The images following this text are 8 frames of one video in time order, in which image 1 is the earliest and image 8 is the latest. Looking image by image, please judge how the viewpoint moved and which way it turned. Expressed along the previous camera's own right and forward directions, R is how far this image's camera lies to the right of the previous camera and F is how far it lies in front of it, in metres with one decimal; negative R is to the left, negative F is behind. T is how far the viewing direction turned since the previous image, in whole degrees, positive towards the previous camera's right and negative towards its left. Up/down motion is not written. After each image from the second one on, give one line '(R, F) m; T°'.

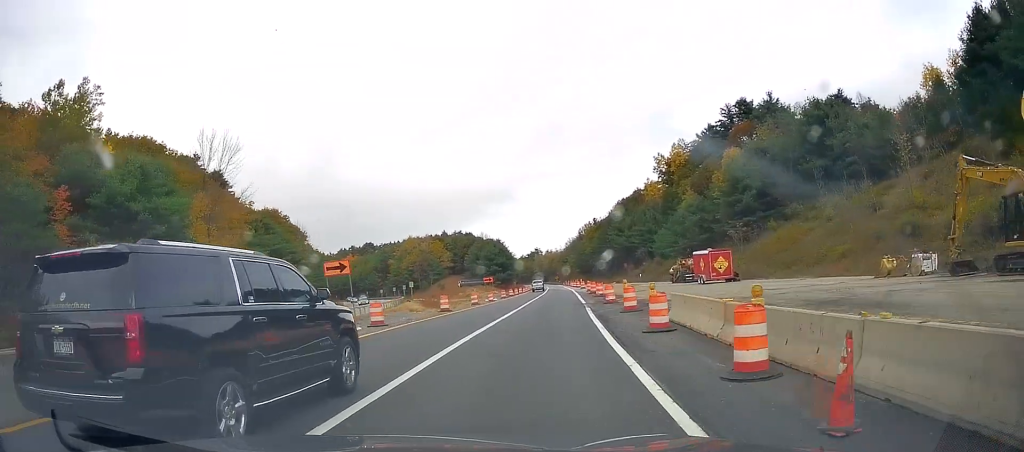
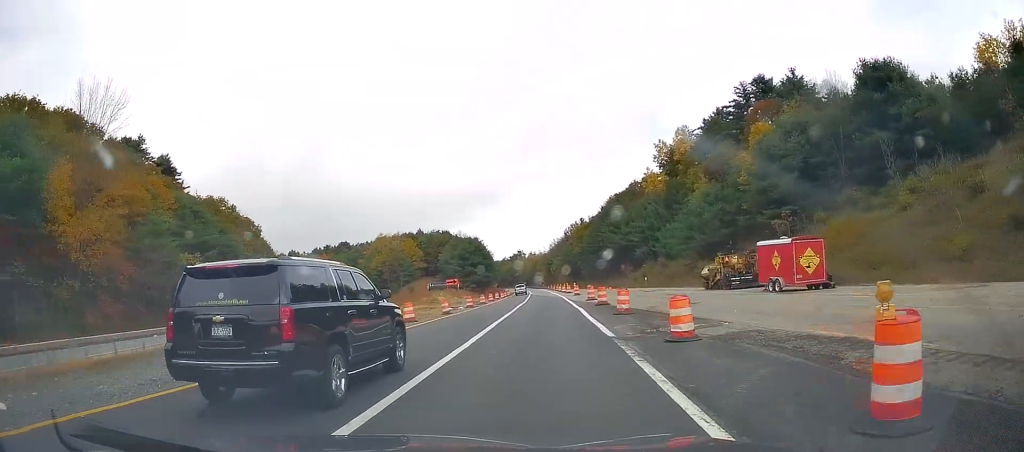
(+0.2, +18.9) m; +1°
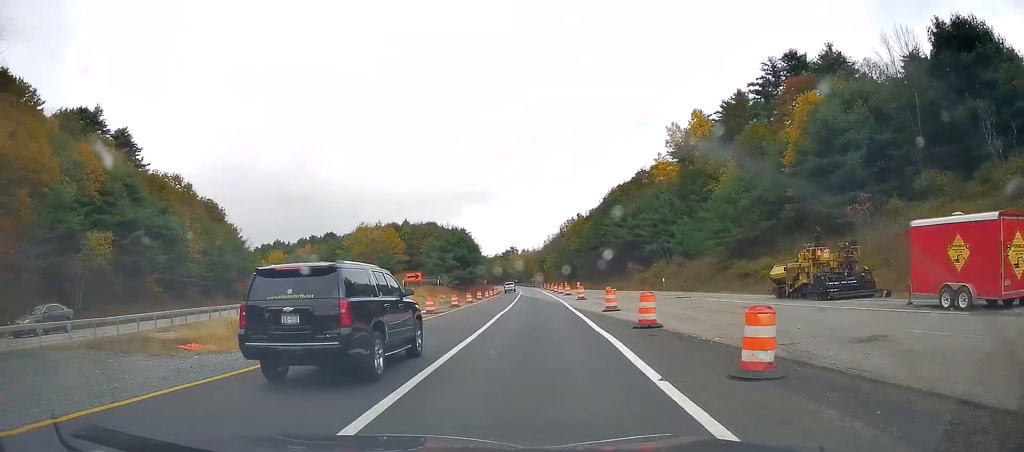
(0.0, +15.6) m; 0°
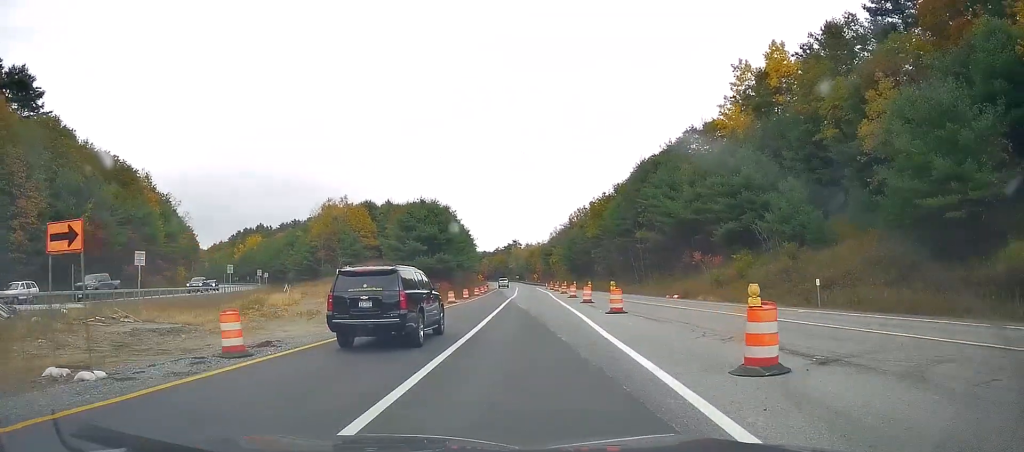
(+0.9, +35.7) m; +2°
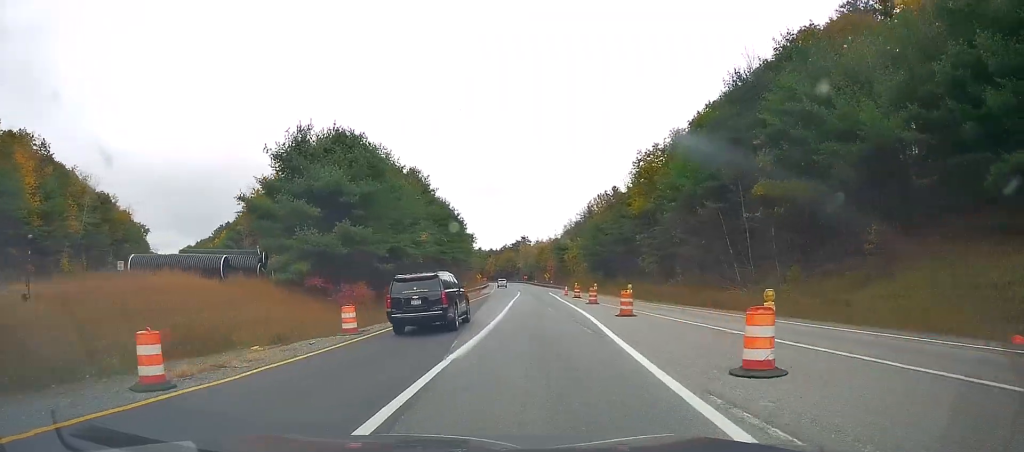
(-0.2, +38.9) m; -1°
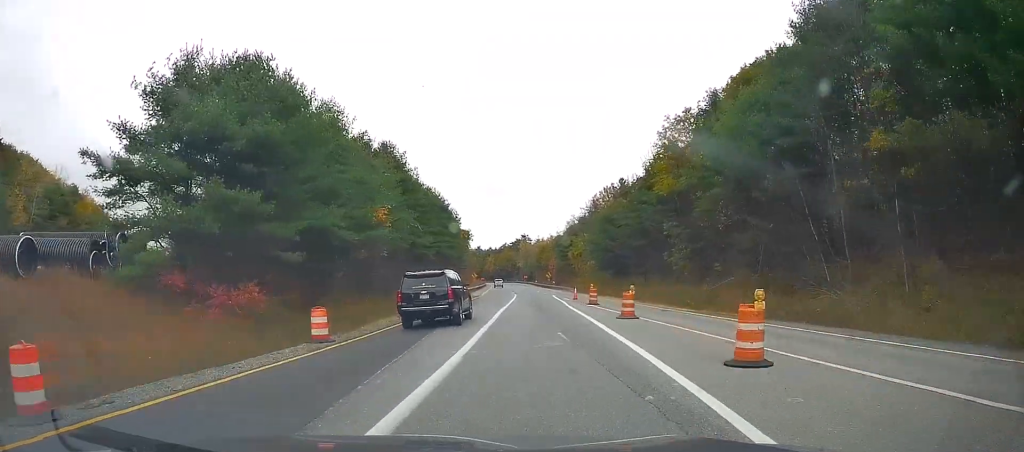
(0.0, +14.4) m; 0°
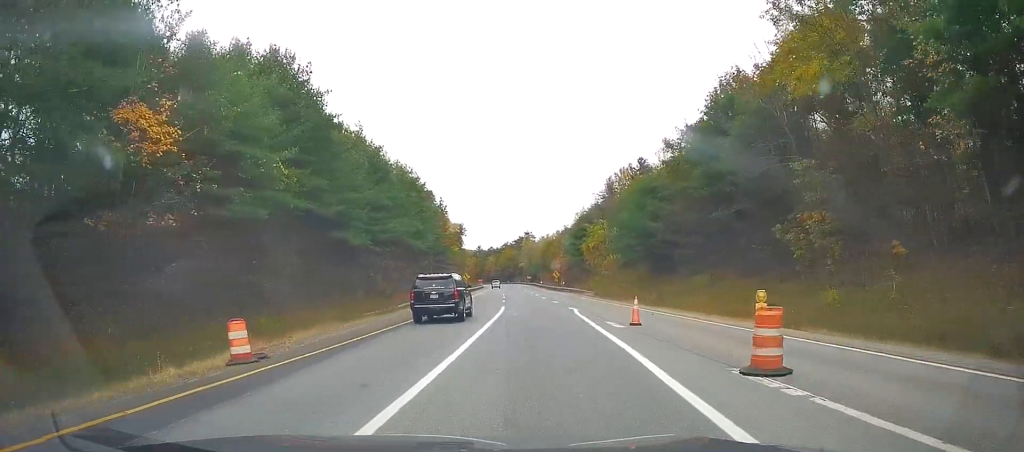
(-0.1, +27.9) m; -1°
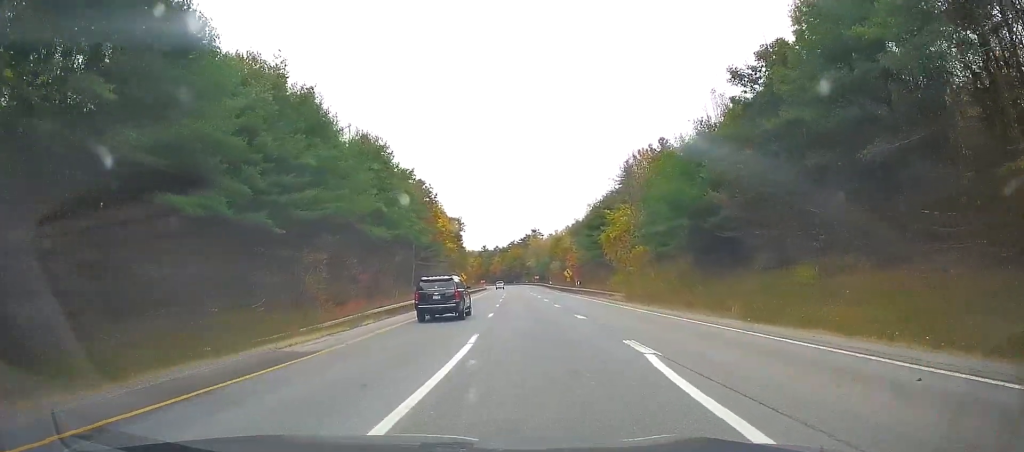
(-0.2, +18.9) m; -1°
